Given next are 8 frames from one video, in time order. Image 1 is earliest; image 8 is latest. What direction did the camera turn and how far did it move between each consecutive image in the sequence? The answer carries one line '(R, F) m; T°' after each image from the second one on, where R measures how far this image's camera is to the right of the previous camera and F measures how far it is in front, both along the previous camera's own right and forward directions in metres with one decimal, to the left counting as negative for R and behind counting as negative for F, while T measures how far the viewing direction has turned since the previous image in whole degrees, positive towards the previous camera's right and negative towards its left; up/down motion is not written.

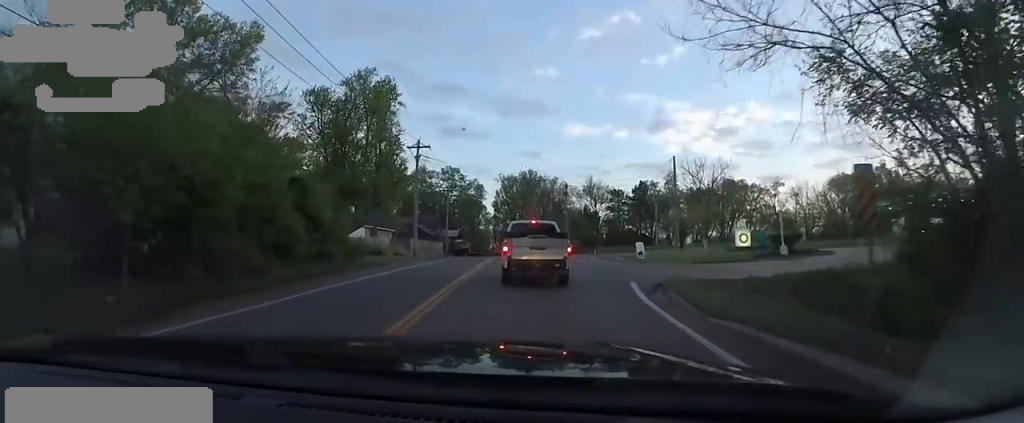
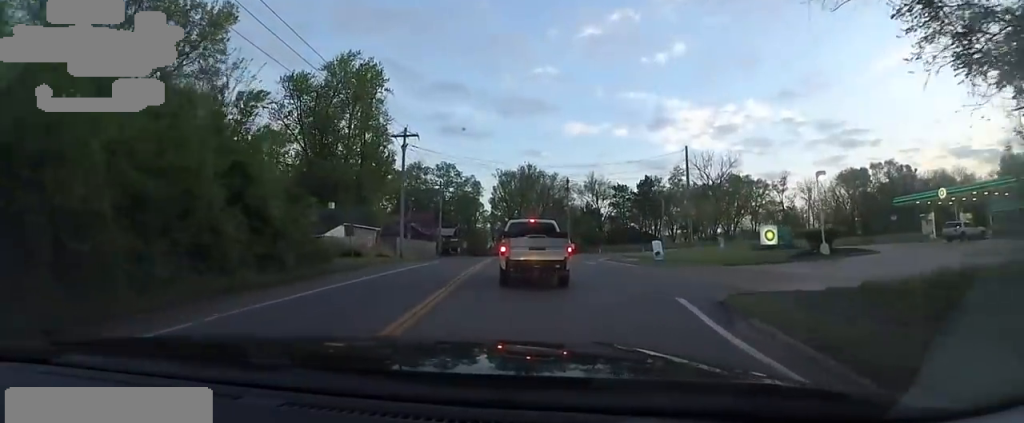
(0.0, +5.2) m; -1°
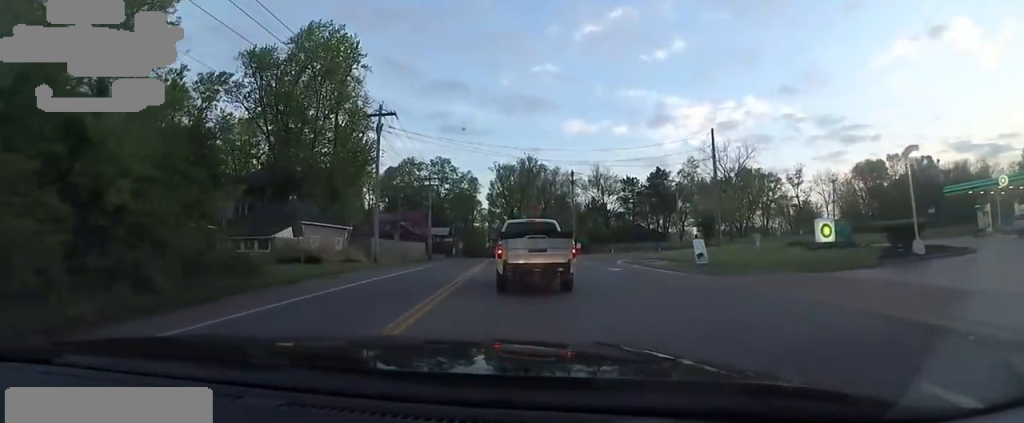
(-0.5, +7.7) m; -1°
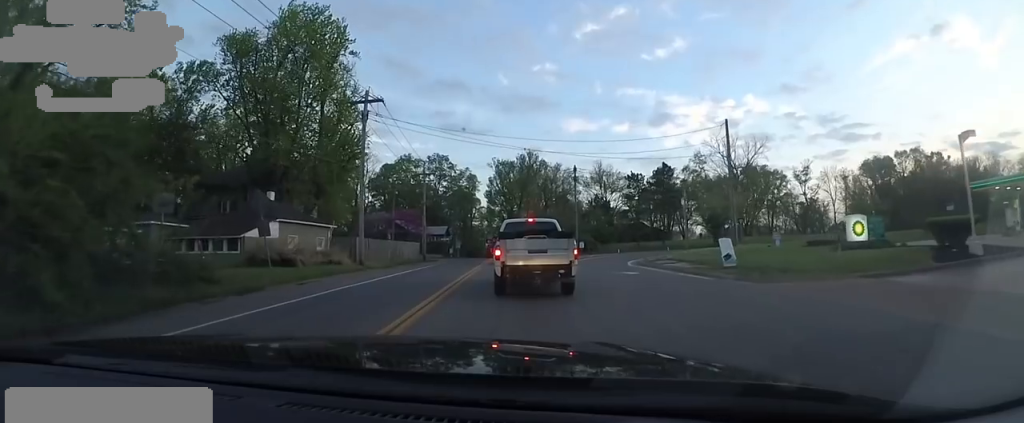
(+0.1, +3.2) m; +3°
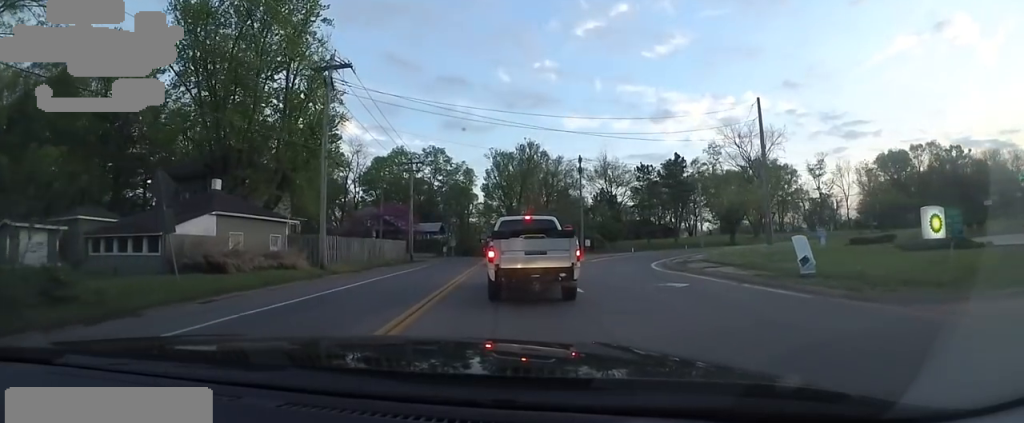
(+0.3, +6.0) m; +4°
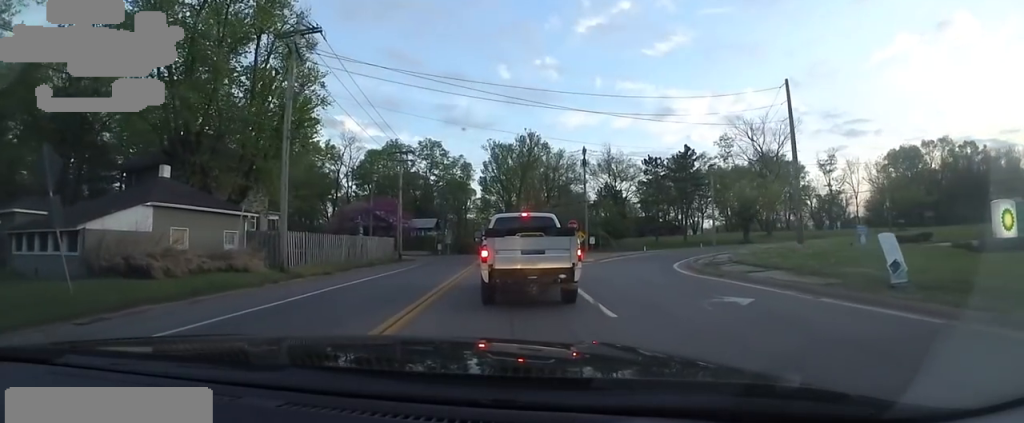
(+0.6, +4.3) m; -1°
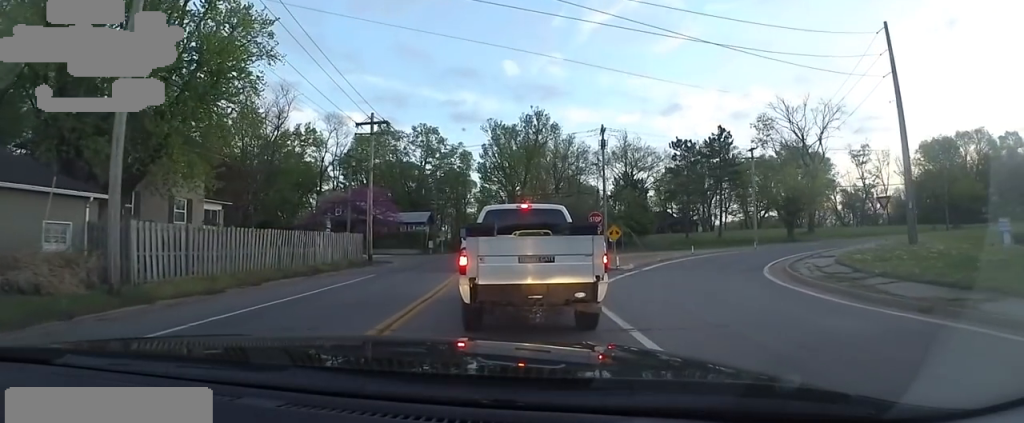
(-0.8, +9.0) m; -8°
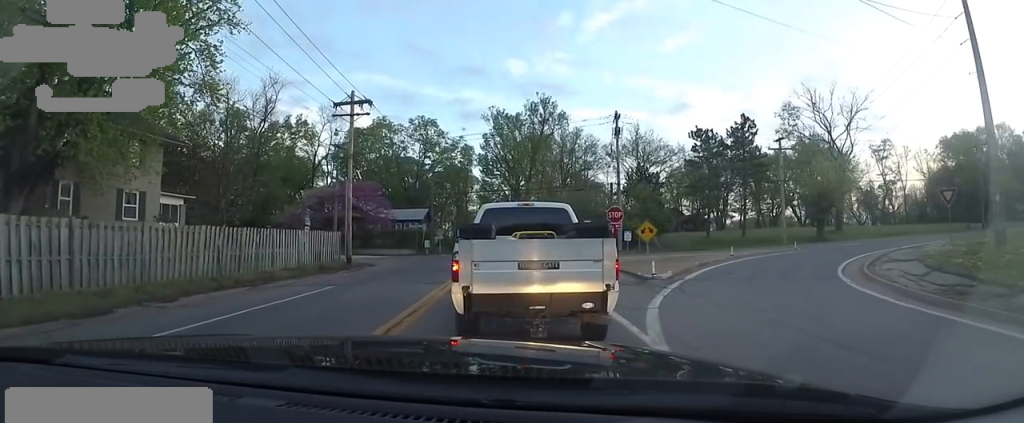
(-0.6, +5.0) m; -3°
